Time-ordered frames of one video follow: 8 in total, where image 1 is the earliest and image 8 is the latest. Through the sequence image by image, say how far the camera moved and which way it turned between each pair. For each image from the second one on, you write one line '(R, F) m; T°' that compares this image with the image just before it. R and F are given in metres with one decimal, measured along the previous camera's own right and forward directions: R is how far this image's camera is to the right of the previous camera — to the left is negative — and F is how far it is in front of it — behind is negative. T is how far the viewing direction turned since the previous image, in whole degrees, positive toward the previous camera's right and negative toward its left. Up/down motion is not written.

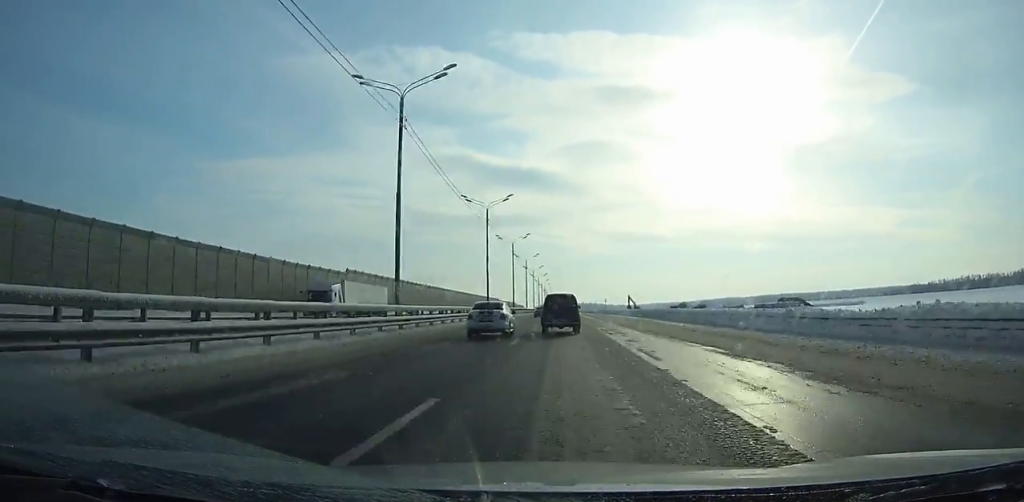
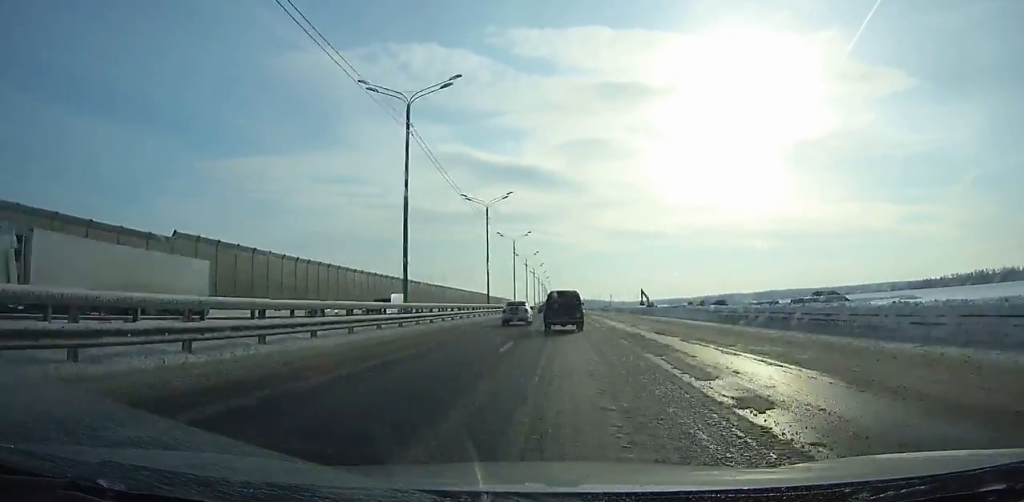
(+0.1, +36.7) m; 0°
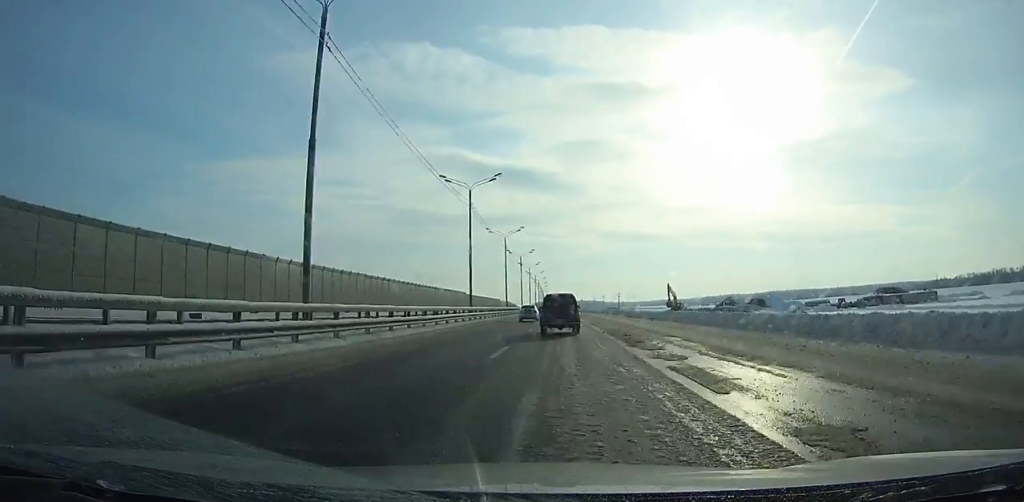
(-0.1, +49.4) m; 0°
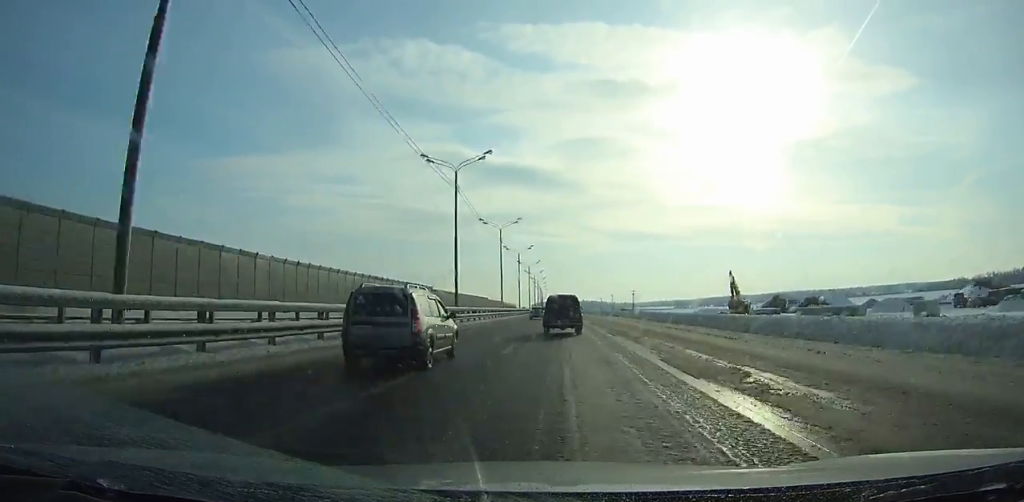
(-0.1, +46.9) m; 0°
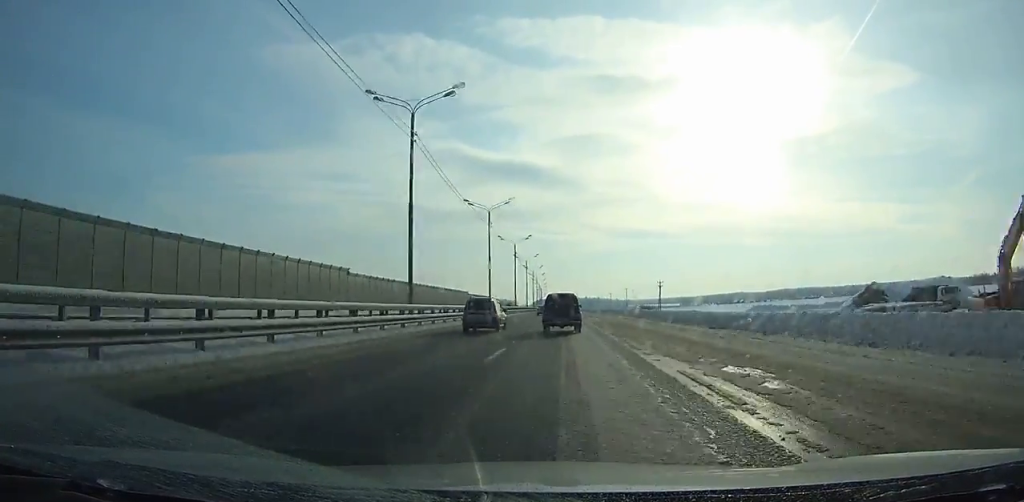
(0.0, +50.9) m; 0°
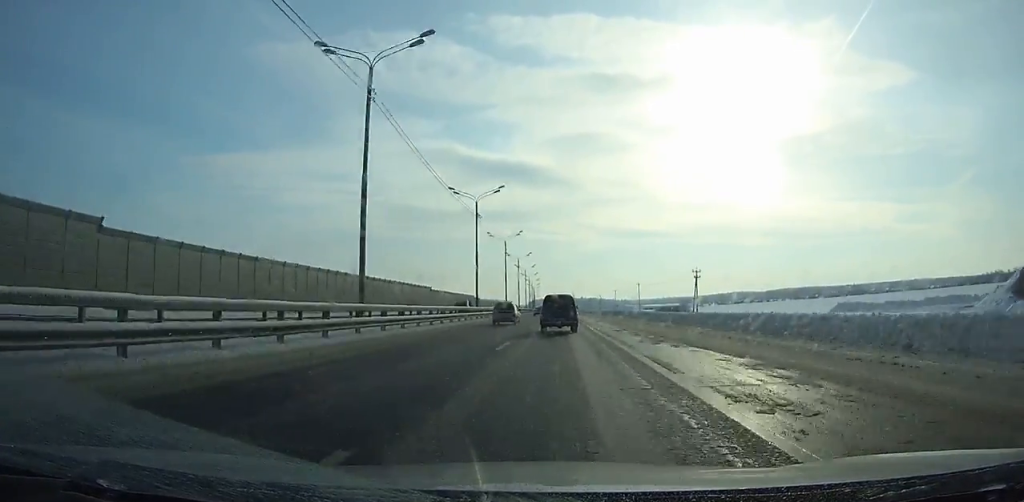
(0.0, +44.2) m; 0°
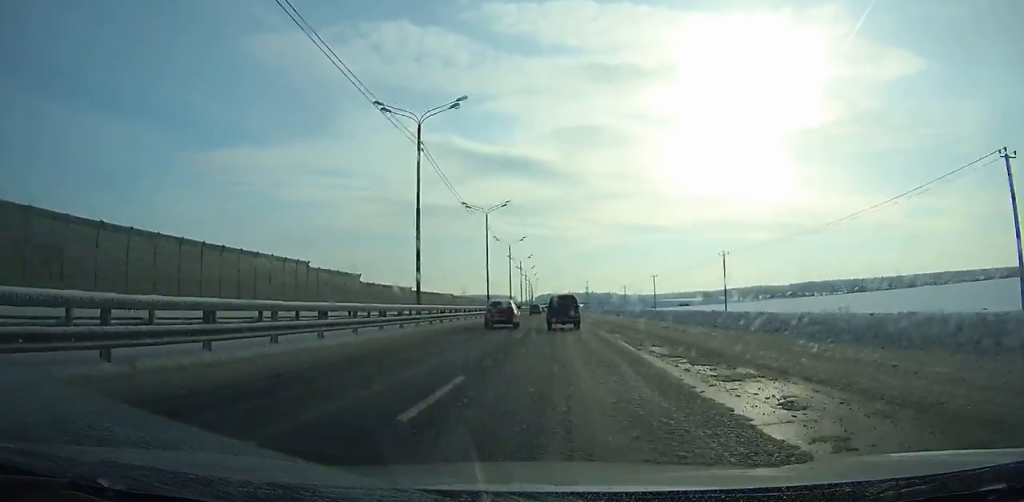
(-0.9, +138.0) m; -1°
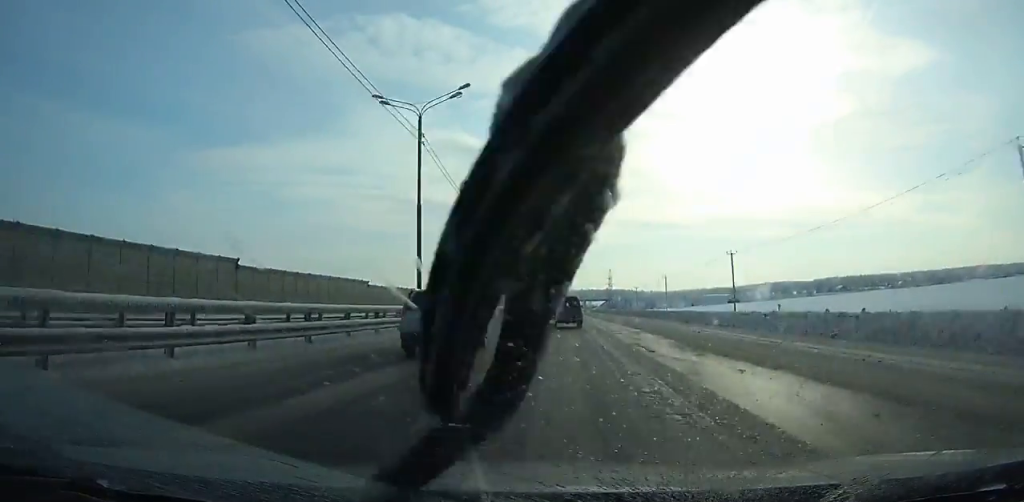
(-0.7, +112.5) m; -1°
